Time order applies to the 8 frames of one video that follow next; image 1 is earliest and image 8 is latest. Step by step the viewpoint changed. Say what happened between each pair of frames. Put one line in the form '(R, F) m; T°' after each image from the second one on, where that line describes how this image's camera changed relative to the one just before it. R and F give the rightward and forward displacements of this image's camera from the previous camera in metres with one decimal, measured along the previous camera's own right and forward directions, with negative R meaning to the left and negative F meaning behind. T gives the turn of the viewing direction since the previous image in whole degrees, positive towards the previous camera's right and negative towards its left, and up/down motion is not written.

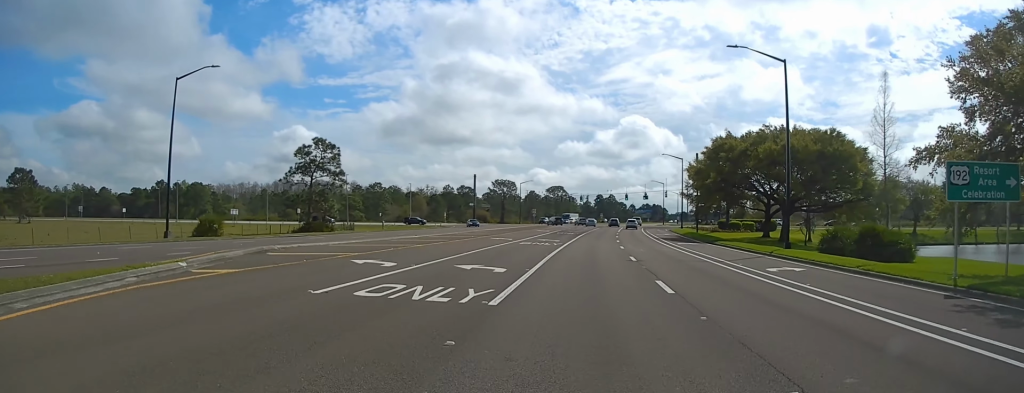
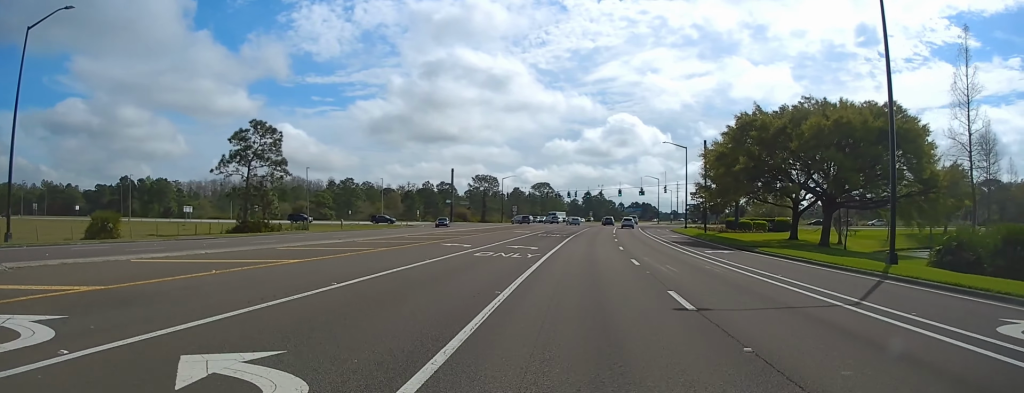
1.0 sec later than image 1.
(+0.3, +15.5) m; +1°
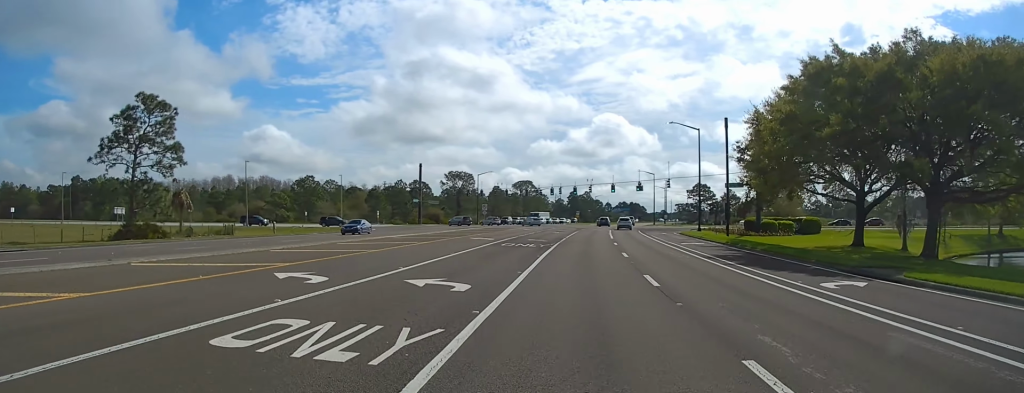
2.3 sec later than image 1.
(0.0, +19.9) m; 0°
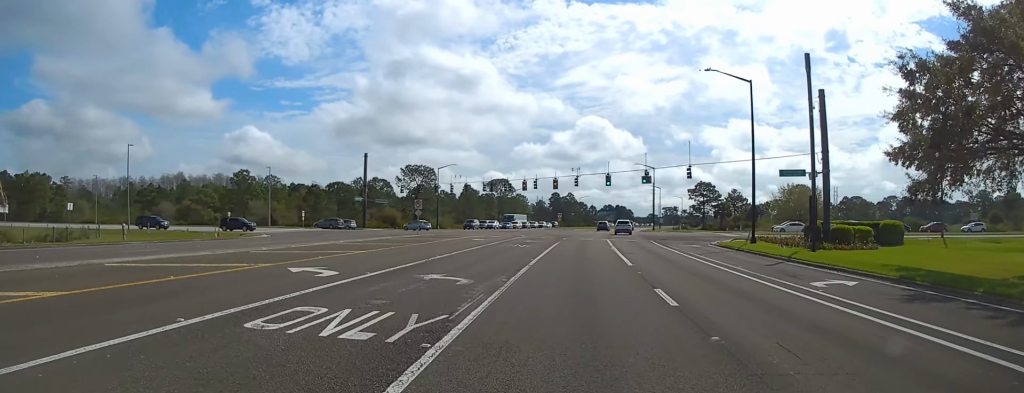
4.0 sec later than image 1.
(+0.3, +28.2) m; +2°
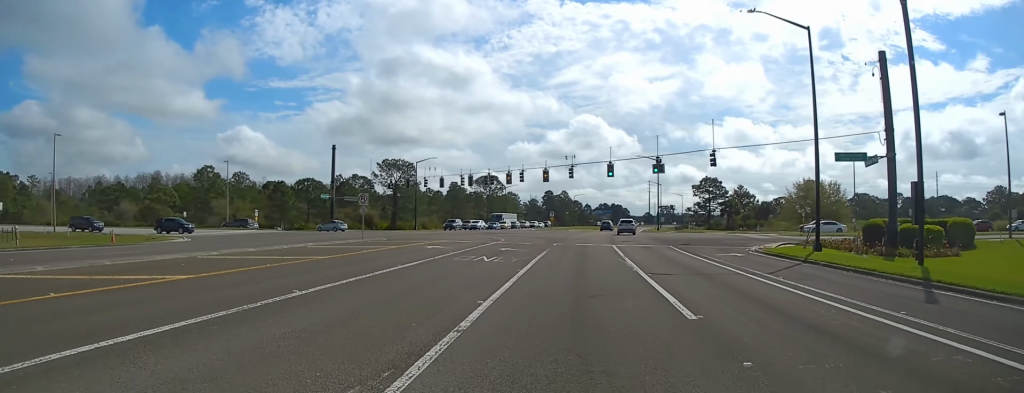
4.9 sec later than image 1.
(+0.2, +13.5) m; +1°
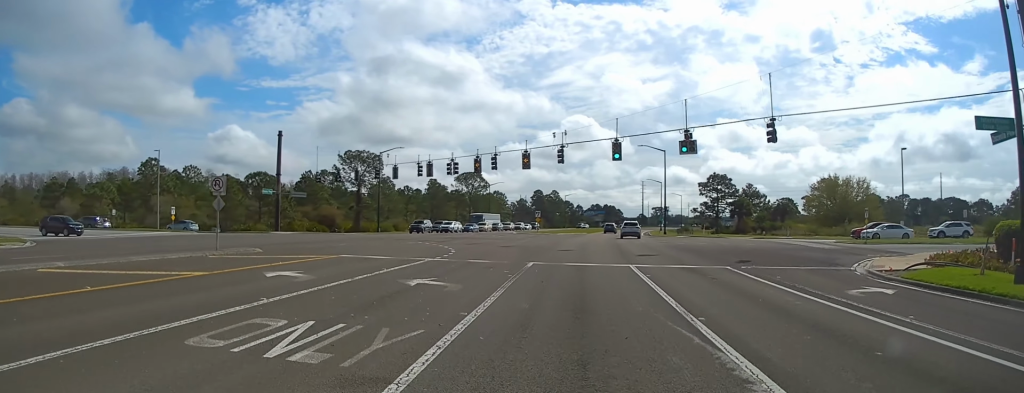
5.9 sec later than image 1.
(+0.1, +17.3) m; 0°
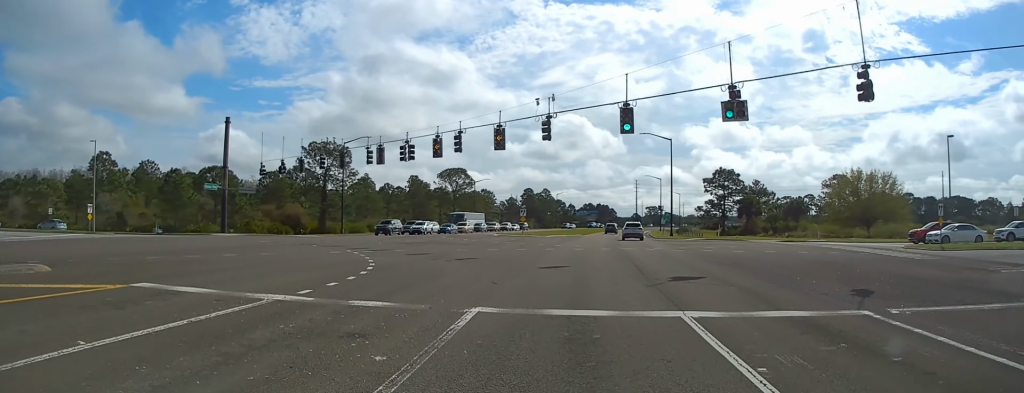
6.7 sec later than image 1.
(-0.1, +12.6) m; 0°
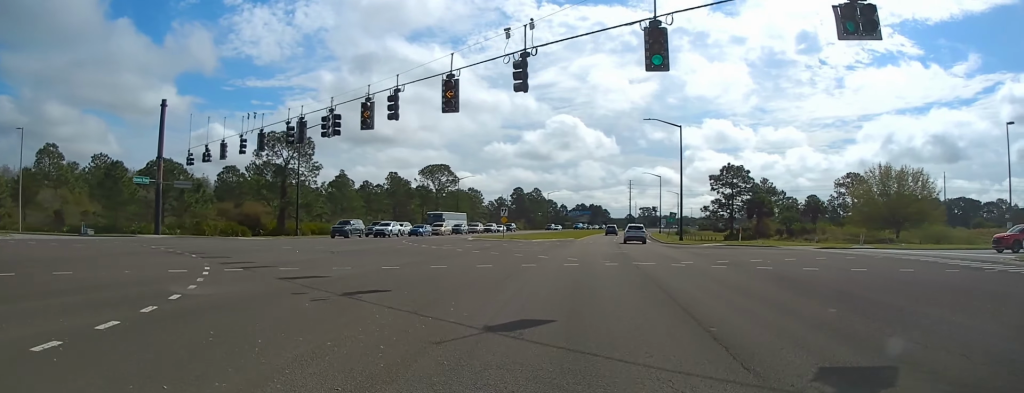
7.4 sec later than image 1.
(+0.2, +12.3) m; +1°
